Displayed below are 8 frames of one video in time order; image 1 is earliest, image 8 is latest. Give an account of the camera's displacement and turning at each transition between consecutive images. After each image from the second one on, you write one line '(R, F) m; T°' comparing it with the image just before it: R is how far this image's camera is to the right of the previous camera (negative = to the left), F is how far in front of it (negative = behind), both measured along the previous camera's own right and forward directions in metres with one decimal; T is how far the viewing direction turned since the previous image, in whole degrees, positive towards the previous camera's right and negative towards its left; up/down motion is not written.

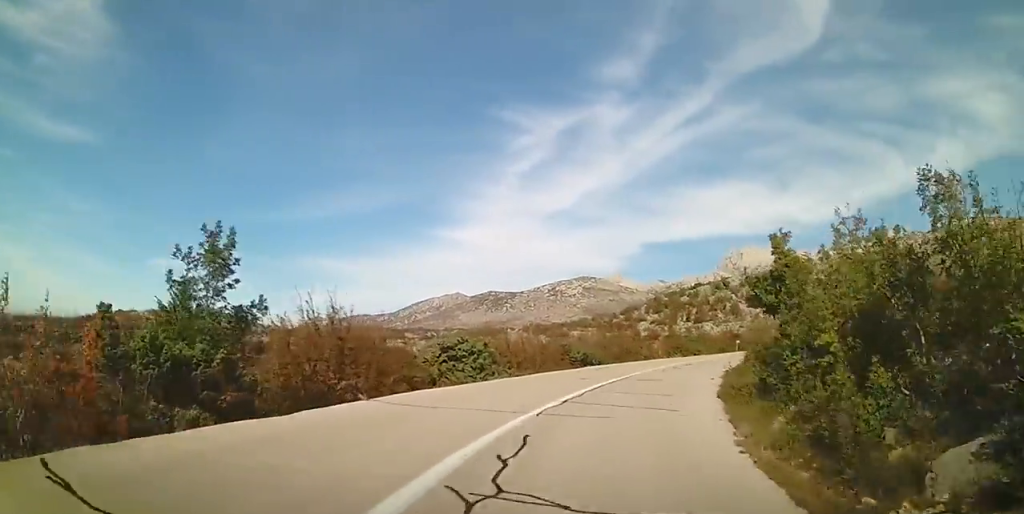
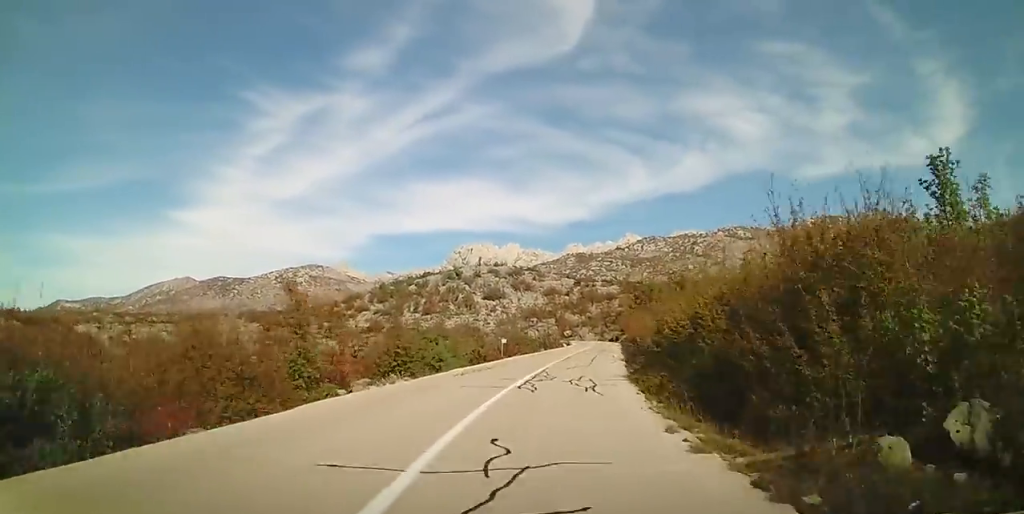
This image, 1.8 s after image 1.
(+6.7, +16.8) m; +41°
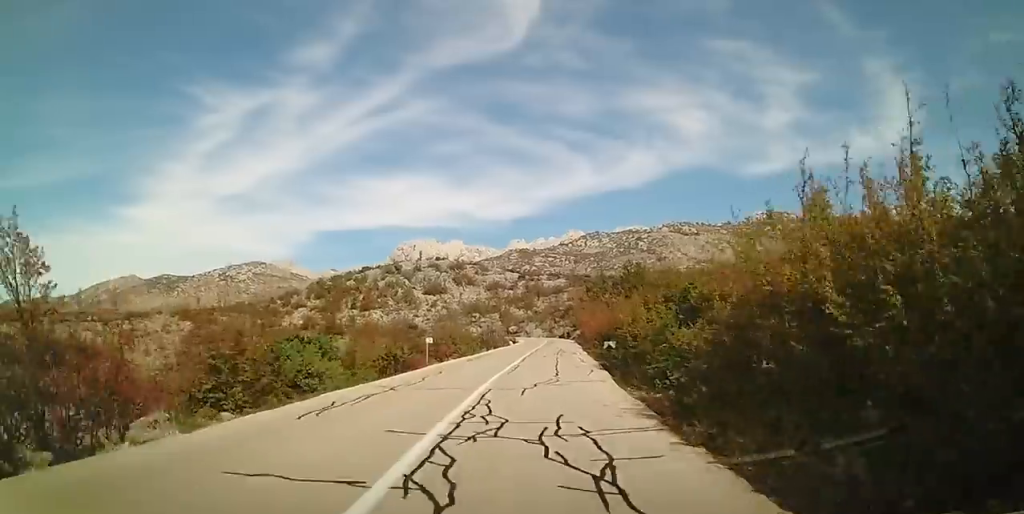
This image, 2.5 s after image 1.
(+0.5, +8.1) m; +5°
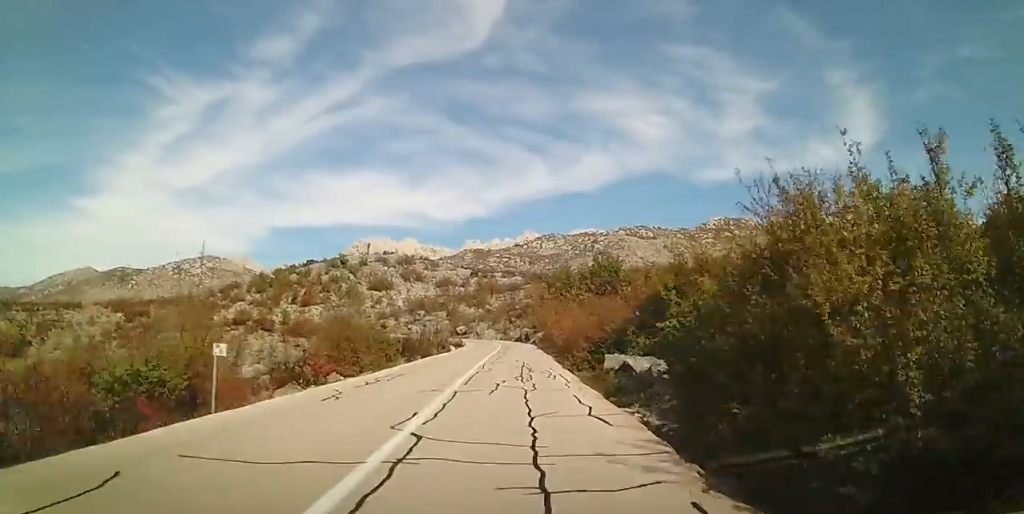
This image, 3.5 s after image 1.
(+0.6, +12.9) m; +3°
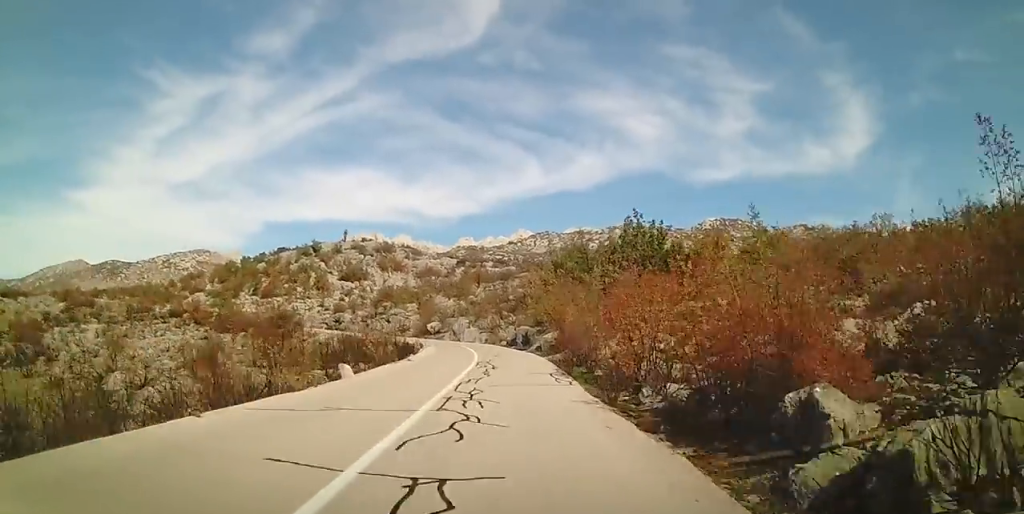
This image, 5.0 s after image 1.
(+0.6, +22.7) m; +2°
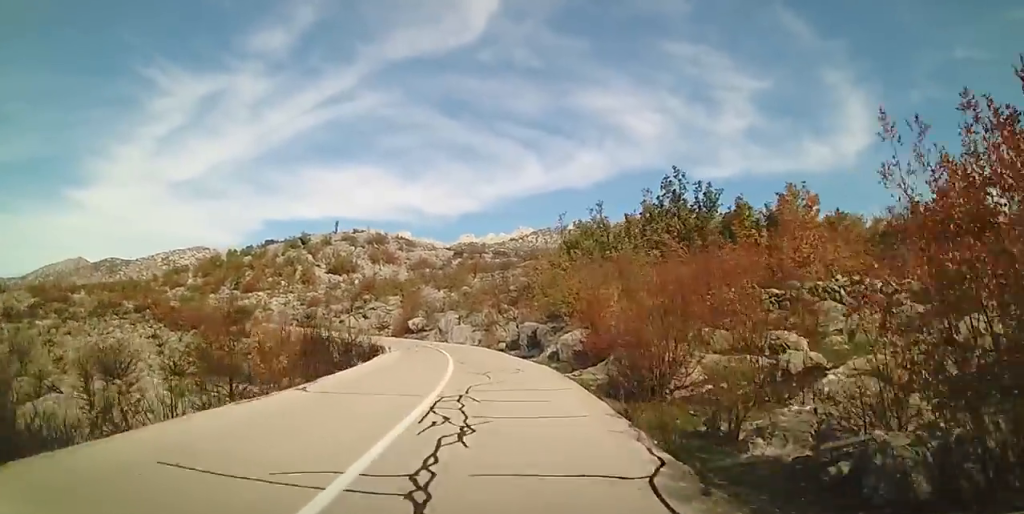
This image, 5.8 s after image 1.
(+0.1, +11.8) m; -1°
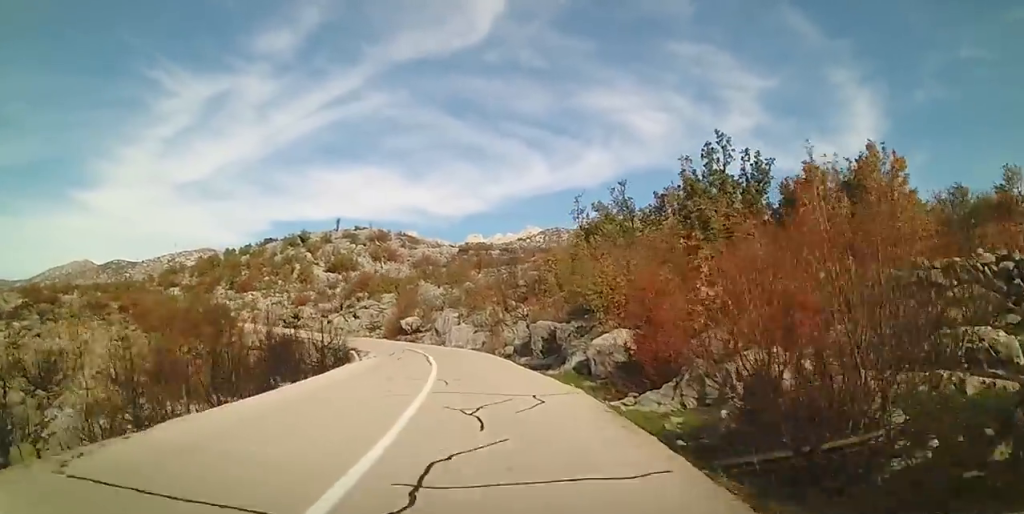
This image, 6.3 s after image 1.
(-0.1, +6.9) m; -2°
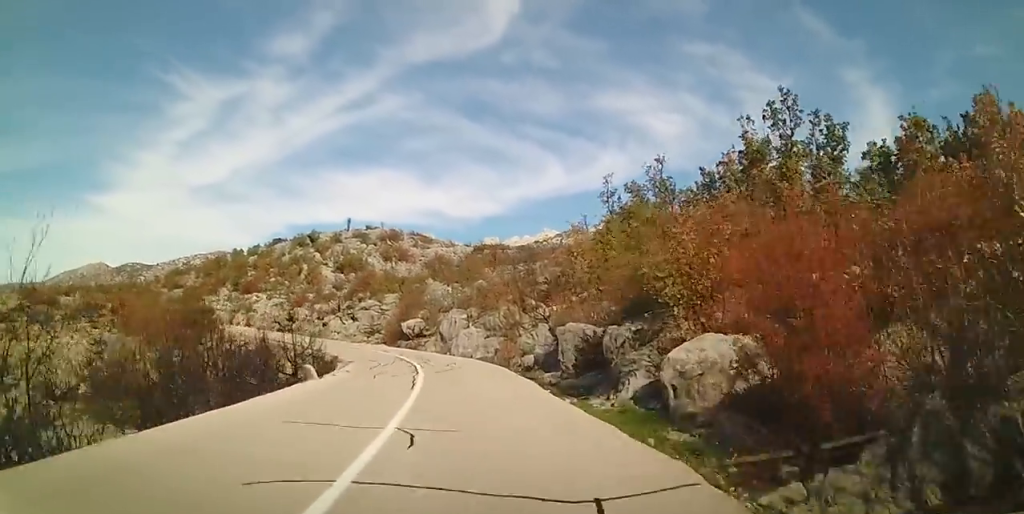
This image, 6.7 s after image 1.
(0.0, +6.3) m; -2°
